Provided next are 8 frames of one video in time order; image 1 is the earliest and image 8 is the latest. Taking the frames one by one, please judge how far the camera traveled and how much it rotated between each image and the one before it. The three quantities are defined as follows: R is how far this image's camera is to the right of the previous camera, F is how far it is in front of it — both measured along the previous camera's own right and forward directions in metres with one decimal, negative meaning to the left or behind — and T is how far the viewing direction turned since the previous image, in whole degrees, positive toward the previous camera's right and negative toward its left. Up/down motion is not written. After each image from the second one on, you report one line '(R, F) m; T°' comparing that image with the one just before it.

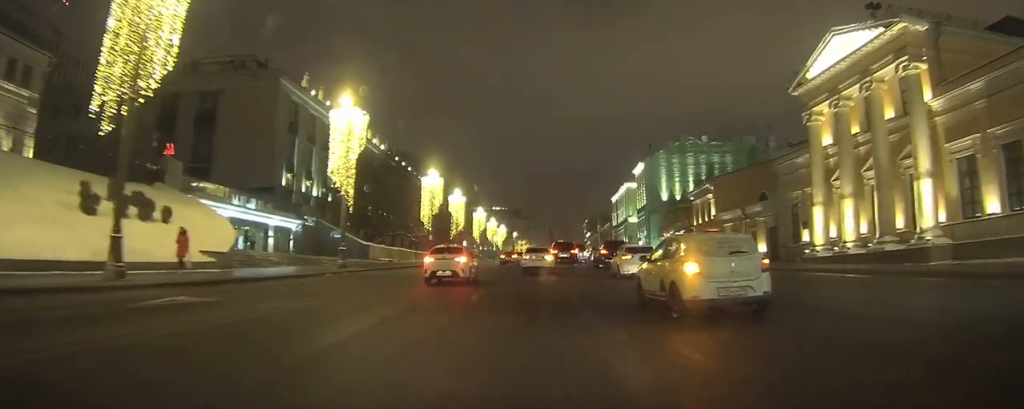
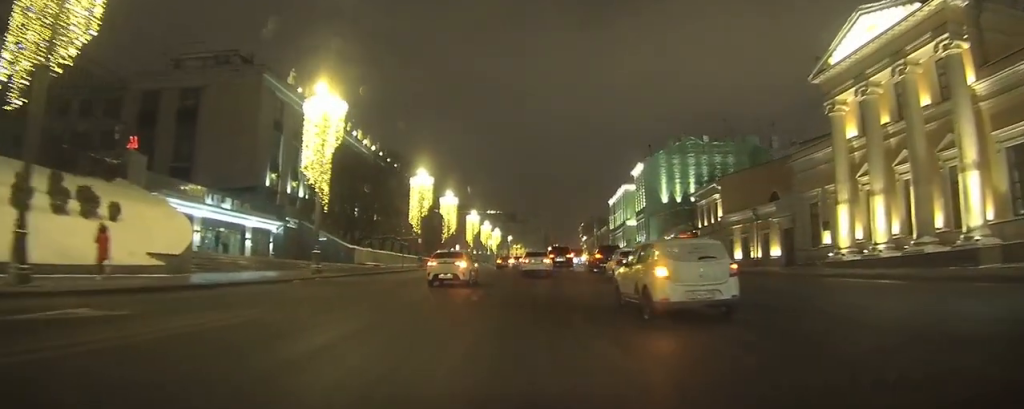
(0.0, +3.7) m; 0°
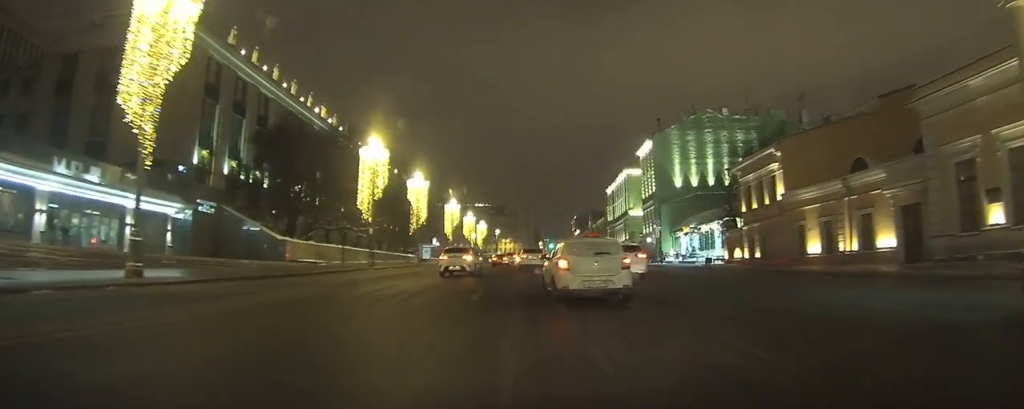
(+0.2, +14.8) m; +1°
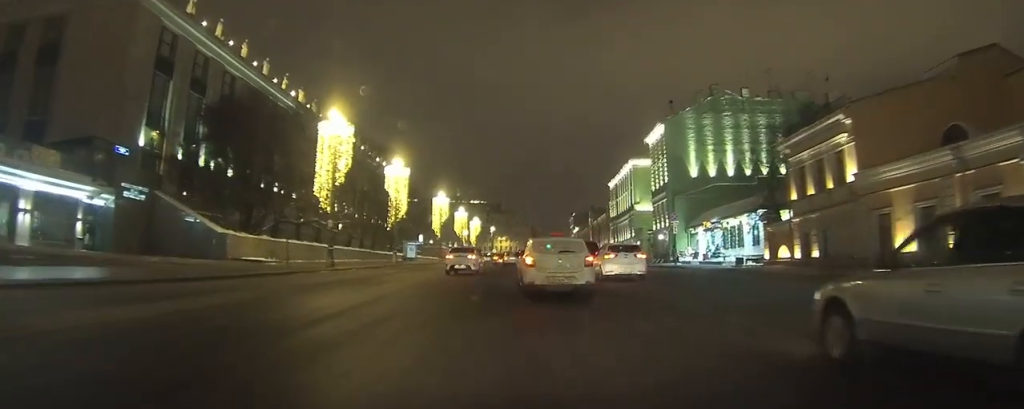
(0.0, +9.0) m; -1°
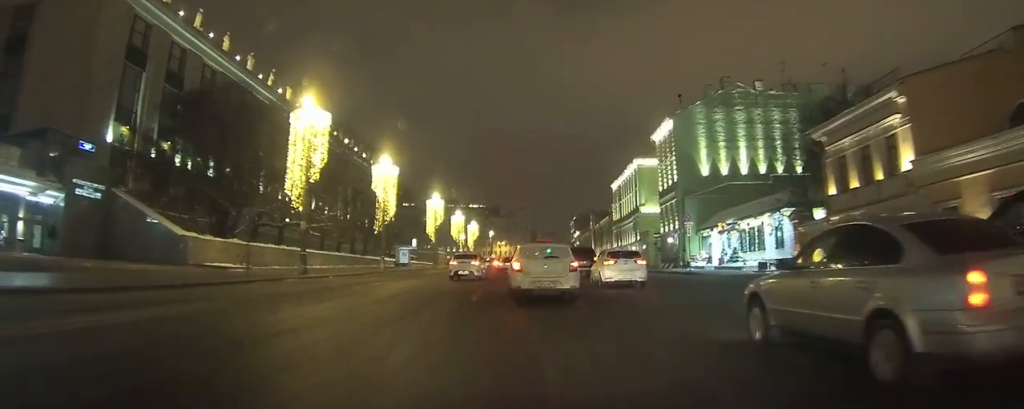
(0.0, +4.7) m; -1°
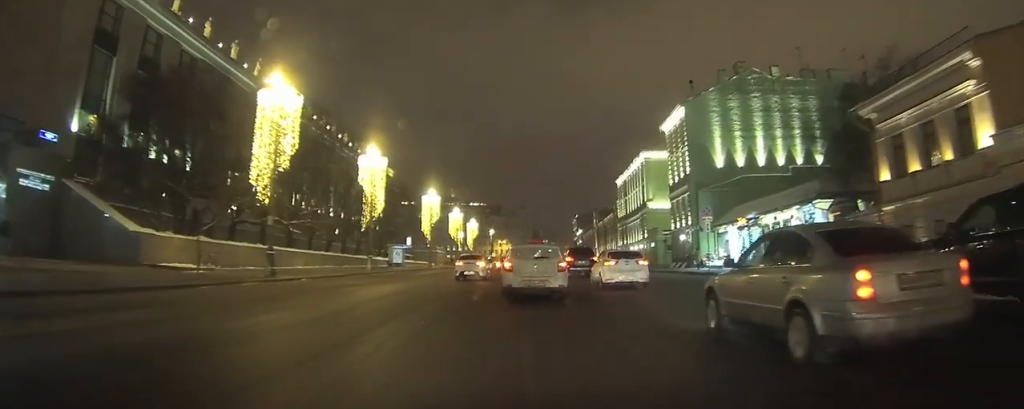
(0.0, +4.7) m; -1°
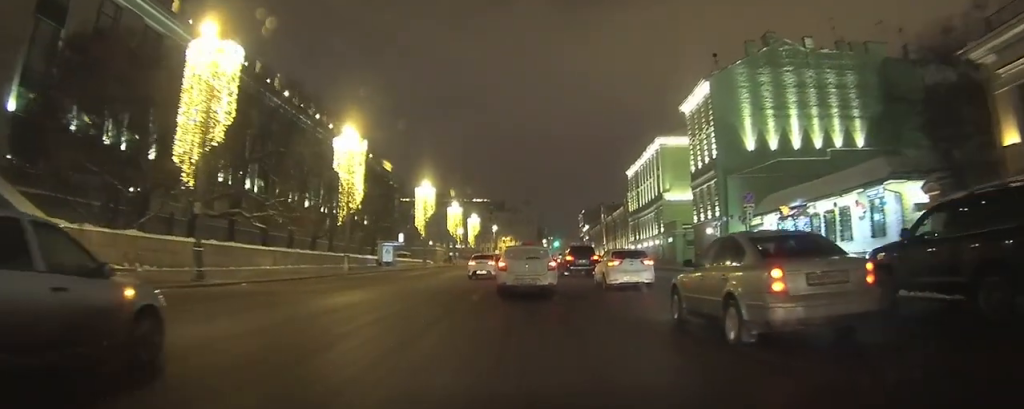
(-0.1, +7.3) m; 0°
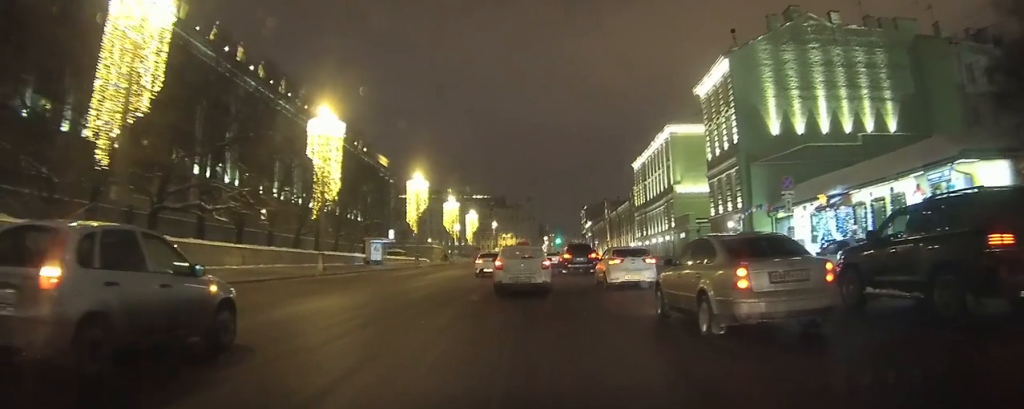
(0.0, +5.2) m; +1°
